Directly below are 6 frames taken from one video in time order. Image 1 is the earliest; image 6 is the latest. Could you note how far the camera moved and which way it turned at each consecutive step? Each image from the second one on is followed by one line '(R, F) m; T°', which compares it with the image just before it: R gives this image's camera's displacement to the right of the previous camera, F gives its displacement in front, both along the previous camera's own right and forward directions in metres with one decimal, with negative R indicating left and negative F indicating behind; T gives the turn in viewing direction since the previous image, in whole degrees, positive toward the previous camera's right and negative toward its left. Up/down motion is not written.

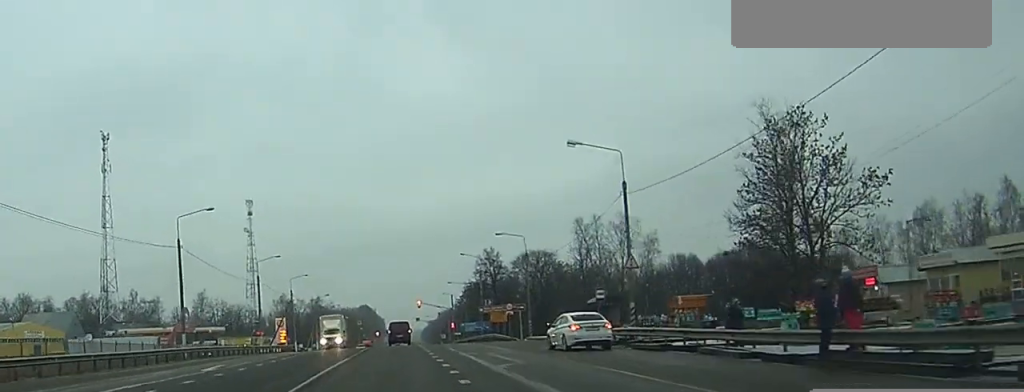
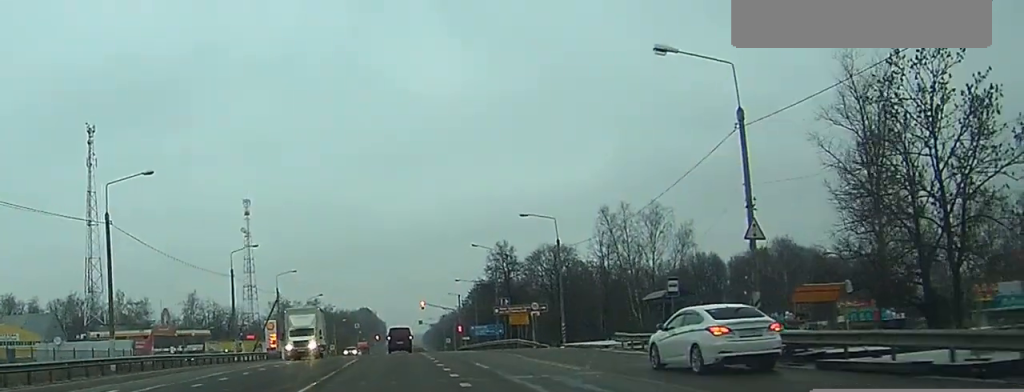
(0.0, +15.5) m; 0°
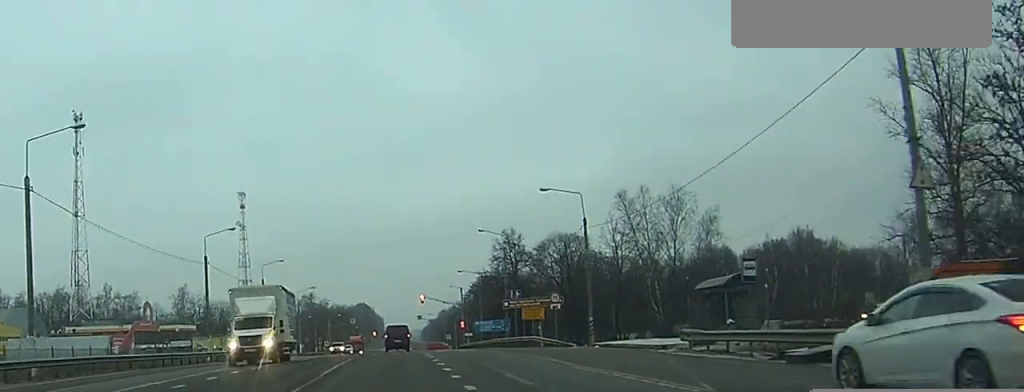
(0.0, +10.1) m; 0°
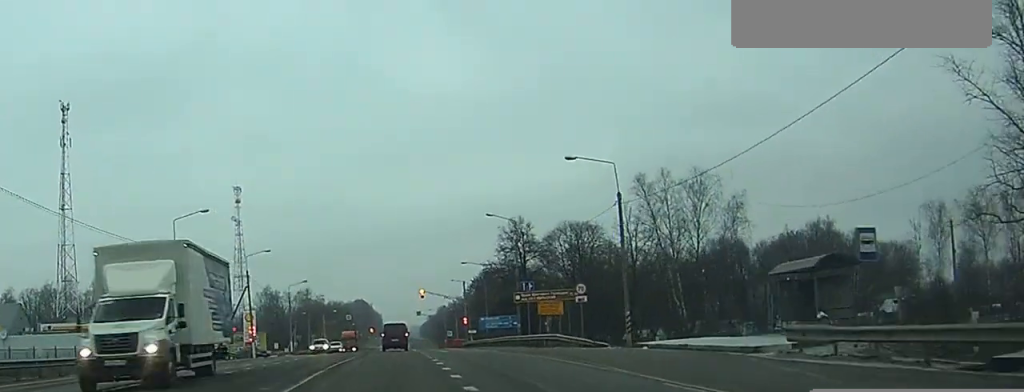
(0.0, +9.2) m; 0°
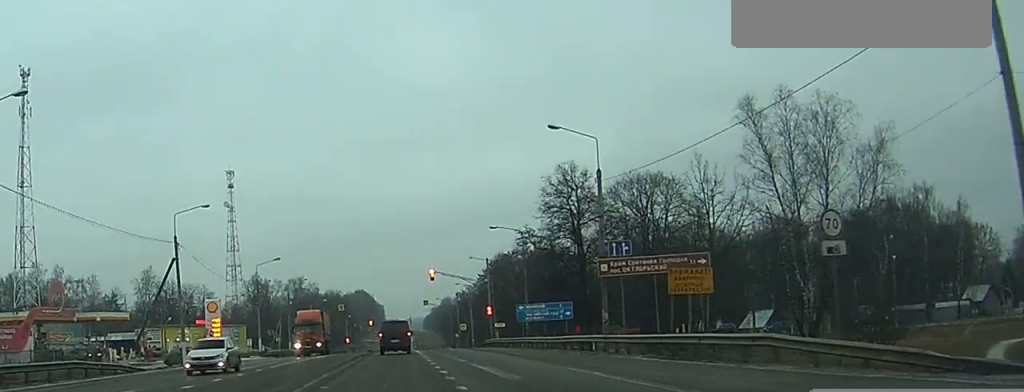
(-0.2, +31.0) m; 0°
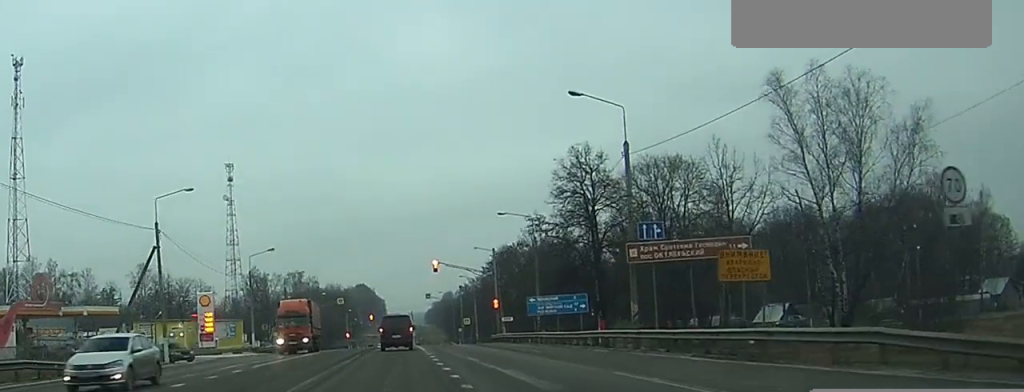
(0.0, +5.1) m; 0°
